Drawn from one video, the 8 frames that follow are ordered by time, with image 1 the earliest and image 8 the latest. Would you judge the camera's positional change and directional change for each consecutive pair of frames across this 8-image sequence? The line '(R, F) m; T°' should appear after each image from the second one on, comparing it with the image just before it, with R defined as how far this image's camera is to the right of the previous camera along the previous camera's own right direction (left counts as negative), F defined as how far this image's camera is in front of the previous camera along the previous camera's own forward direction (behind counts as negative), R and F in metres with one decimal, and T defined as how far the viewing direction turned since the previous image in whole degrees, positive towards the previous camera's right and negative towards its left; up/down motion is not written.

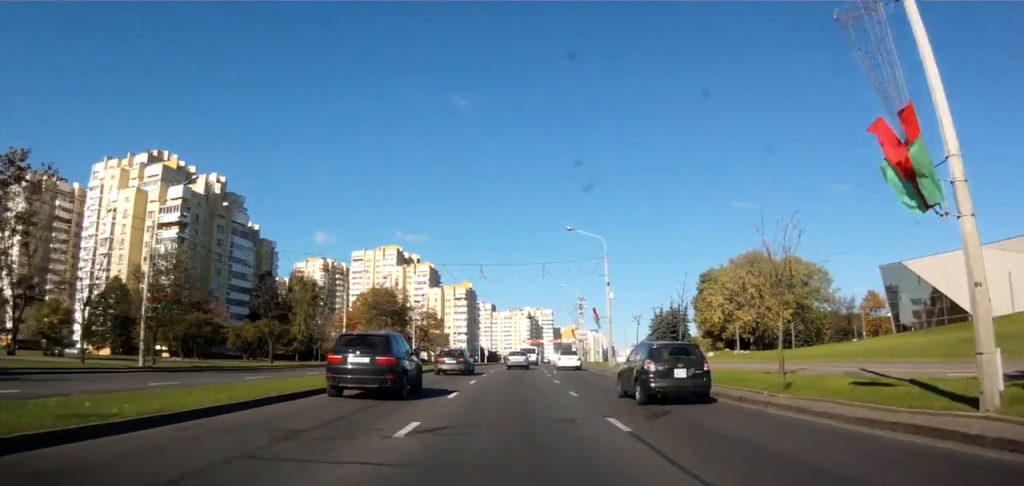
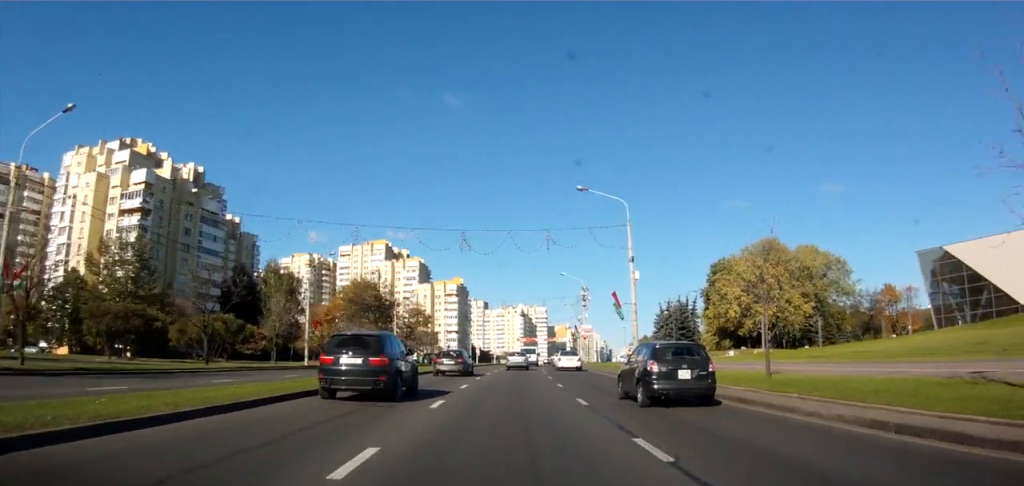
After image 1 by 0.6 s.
(+0.1, +10.2) m; -1°
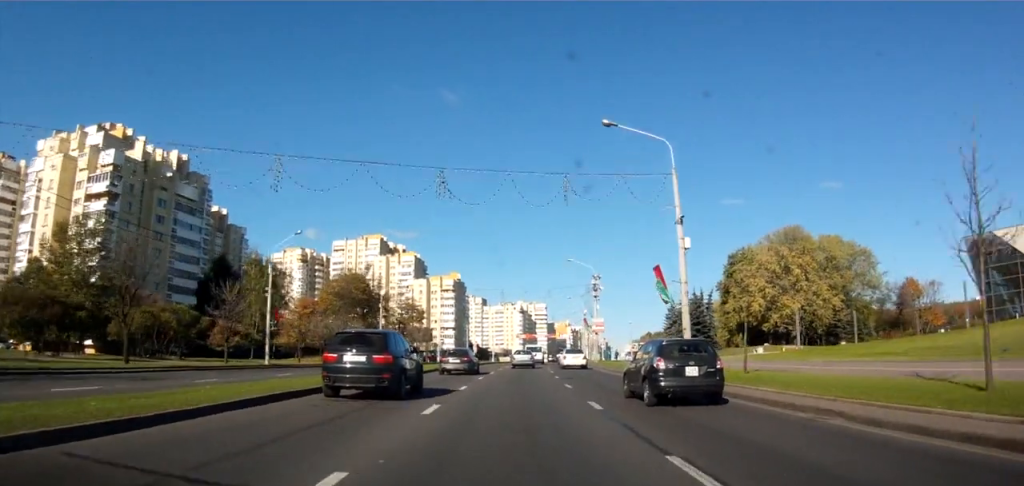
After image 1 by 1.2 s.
(-0.1, +9.5) m; 0°
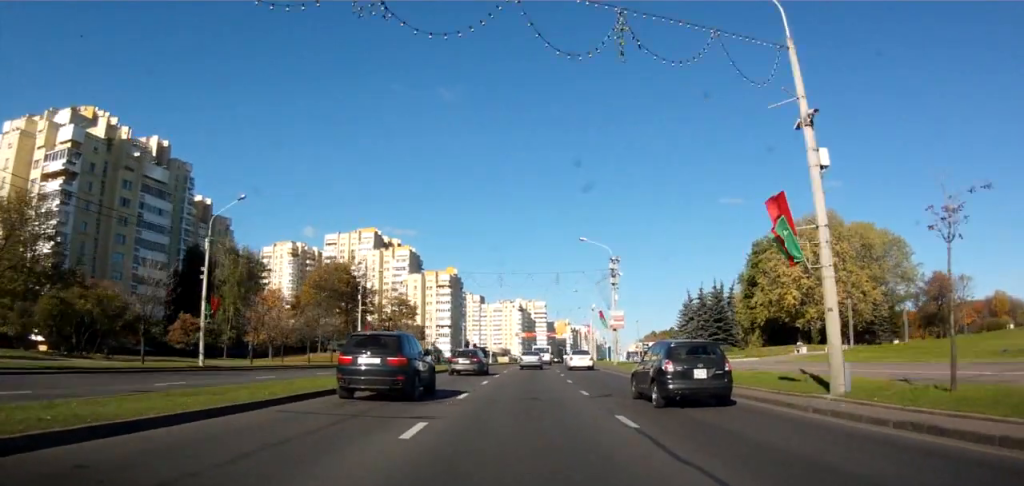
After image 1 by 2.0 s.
(-0.2, +11.3) m; 0°
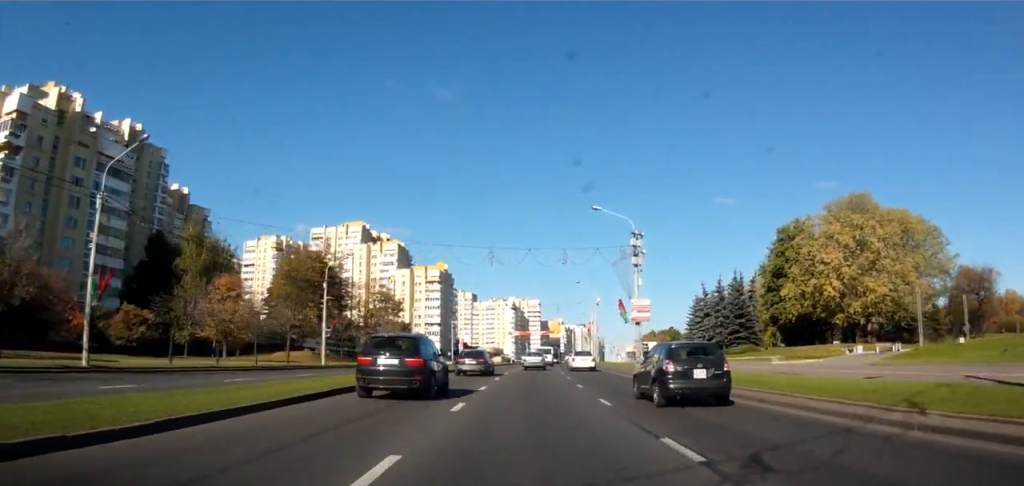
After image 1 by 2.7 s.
(+0.3, +11.3) m; +2°
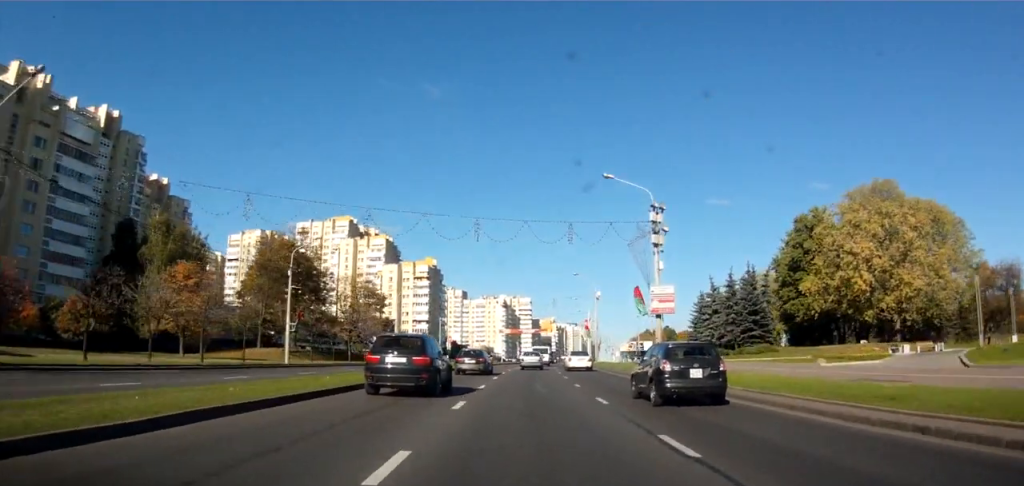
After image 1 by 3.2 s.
(+0.1, +8.1) m; +1°
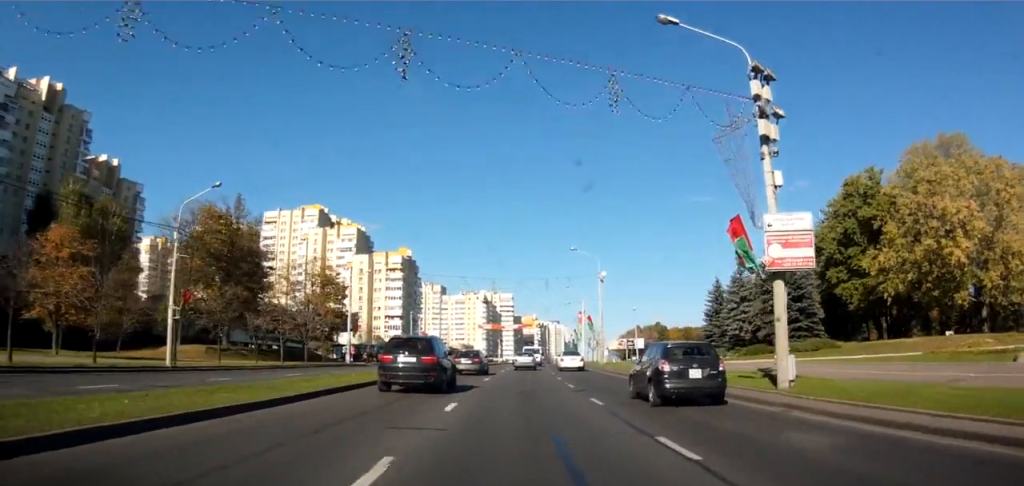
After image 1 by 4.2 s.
(+0.2, +16.2) m; +1°
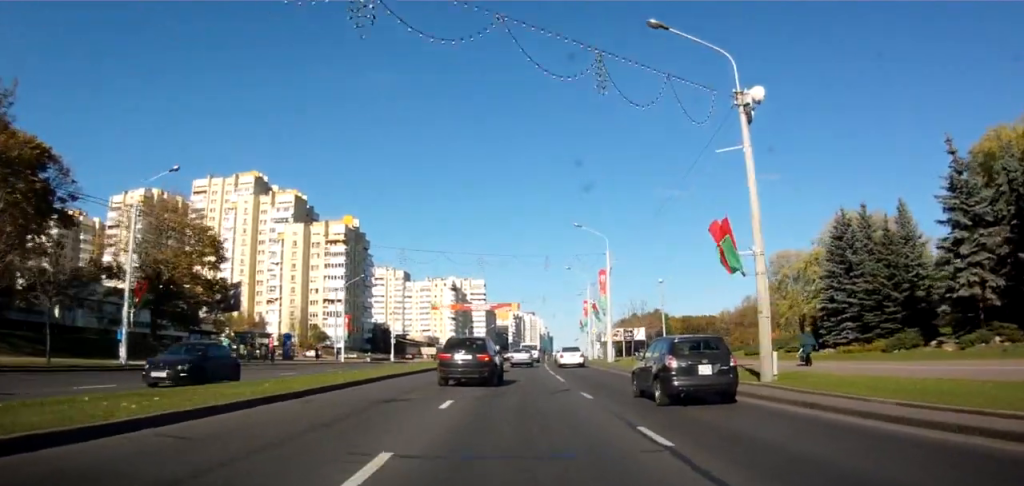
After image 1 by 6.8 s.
(+0.5, +39.8) m; +4°
